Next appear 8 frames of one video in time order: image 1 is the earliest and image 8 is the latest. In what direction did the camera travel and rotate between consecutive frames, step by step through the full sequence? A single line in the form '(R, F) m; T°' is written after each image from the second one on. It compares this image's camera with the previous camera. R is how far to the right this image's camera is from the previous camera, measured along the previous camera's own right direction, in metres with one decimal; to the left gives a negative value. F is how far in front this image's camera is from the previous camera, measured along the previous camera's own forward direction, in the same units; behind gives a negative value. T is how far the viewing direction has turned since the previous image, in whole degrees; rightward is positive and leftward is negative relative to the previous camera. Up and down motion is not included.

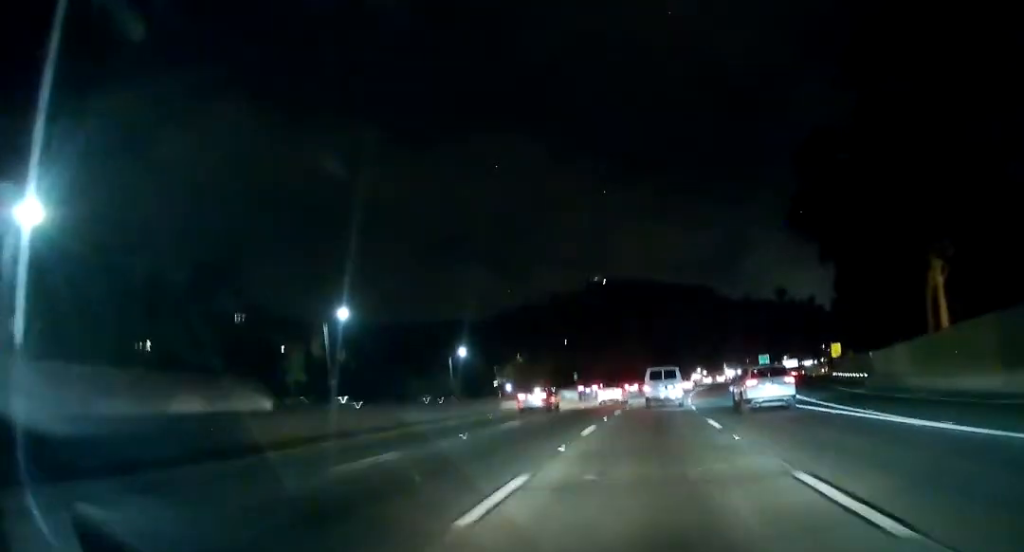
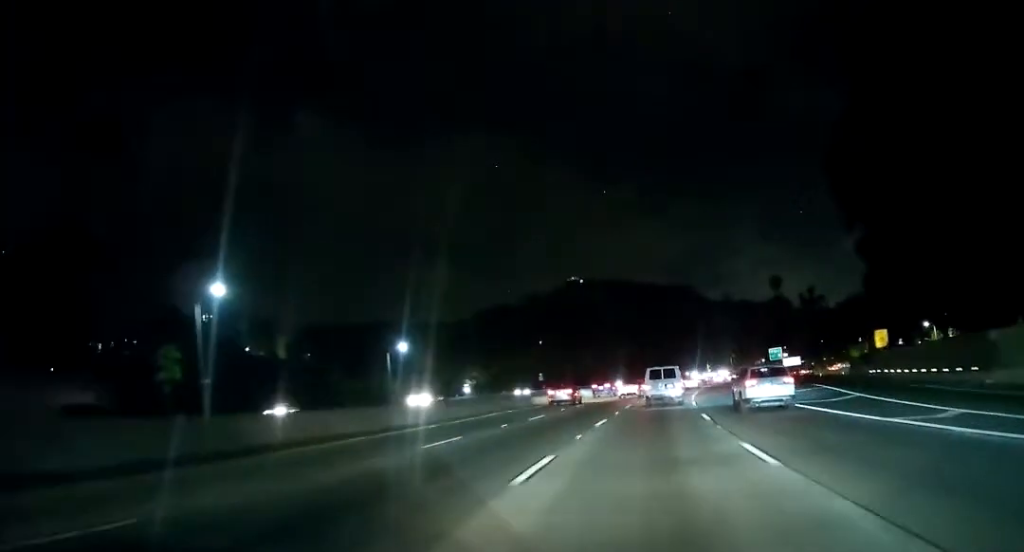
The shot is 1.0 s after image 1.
(+0.6, +23.7) m; +2°
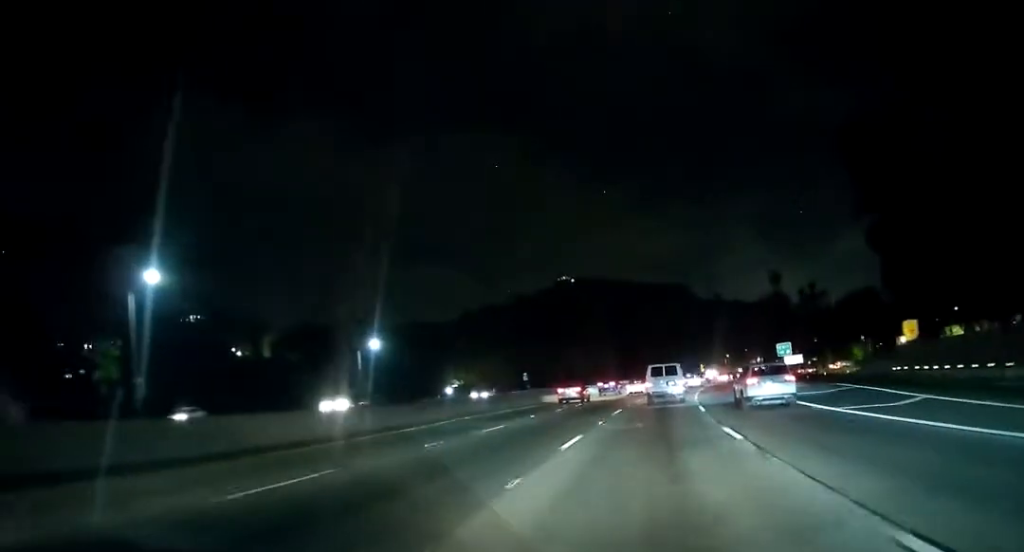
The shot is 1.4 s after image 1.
(+0.1, +10.0) m; +1°
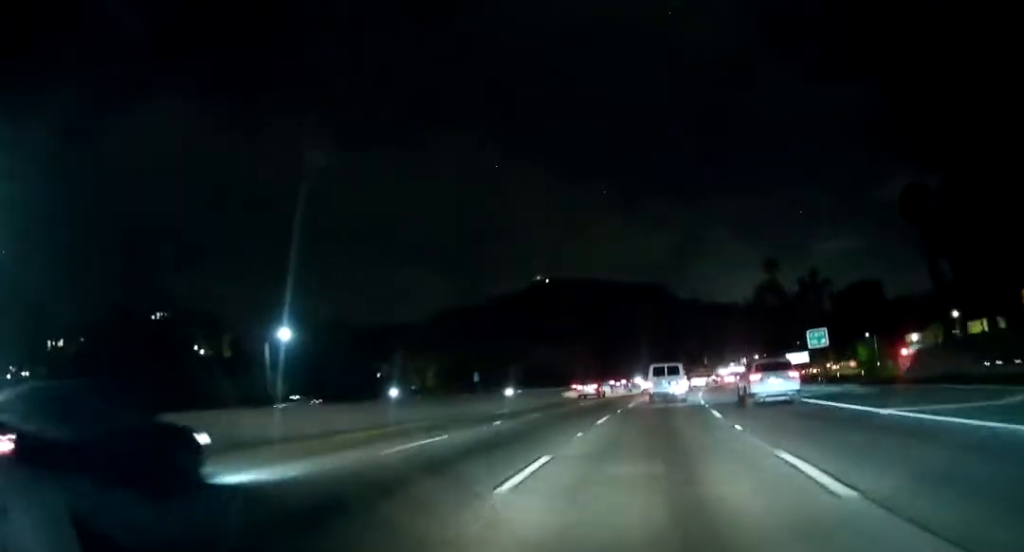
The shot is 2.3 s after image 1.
(+0.4, +22.8) m; +2°
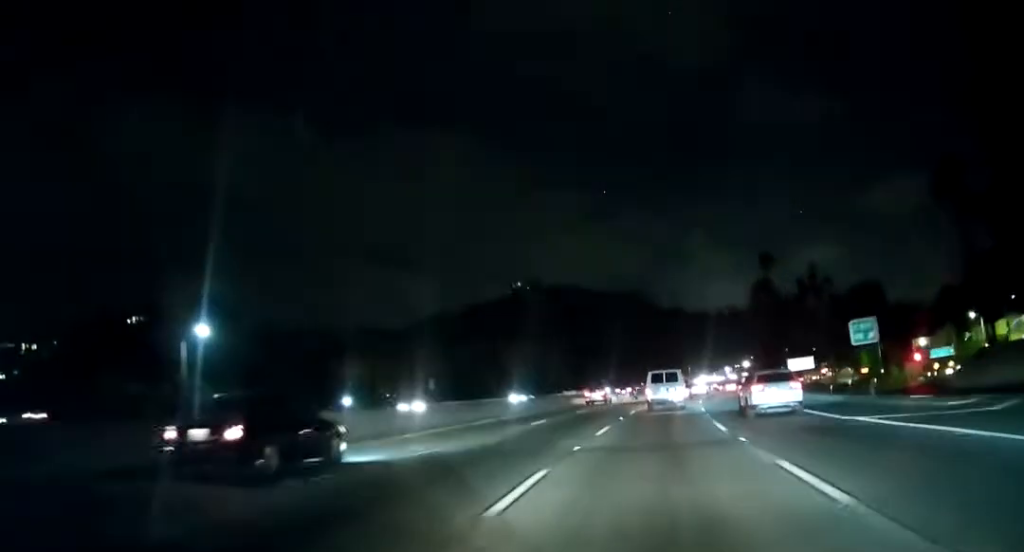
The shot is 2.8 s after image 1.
(+0.1, +14.5) m; +2°
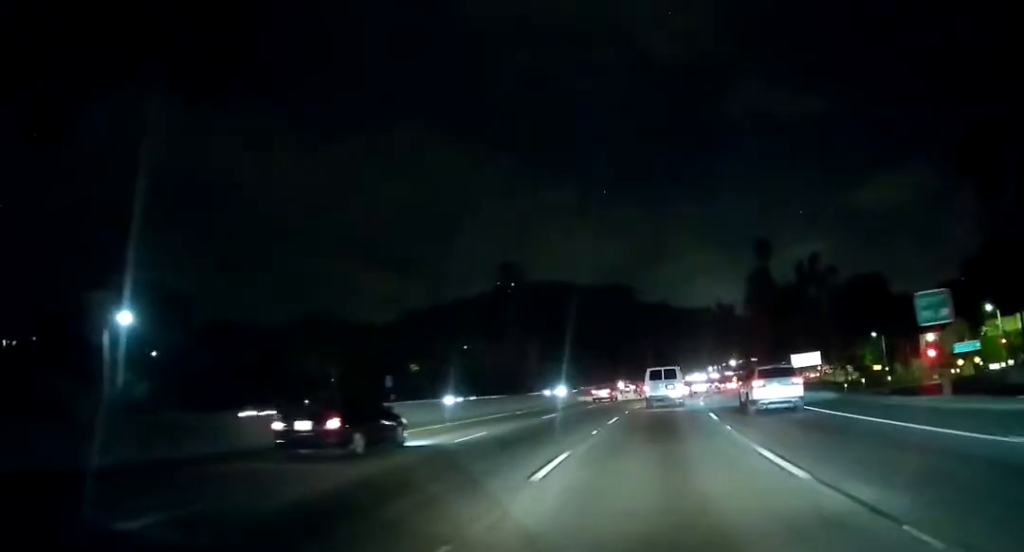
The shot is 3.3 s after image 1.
(+0.2, +11.9) m; +2°
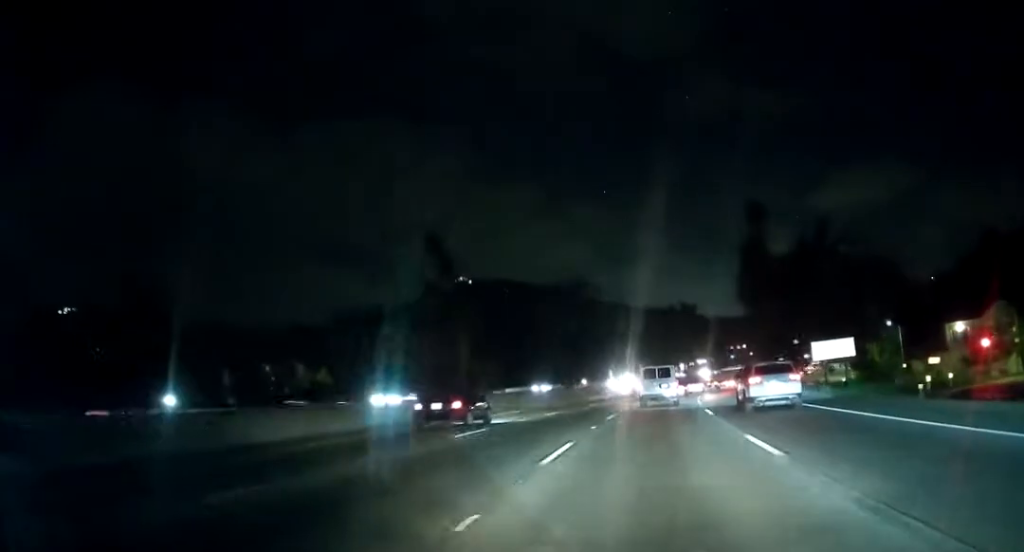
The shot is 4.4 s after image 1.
(+0.9, +28.5) m; +3°
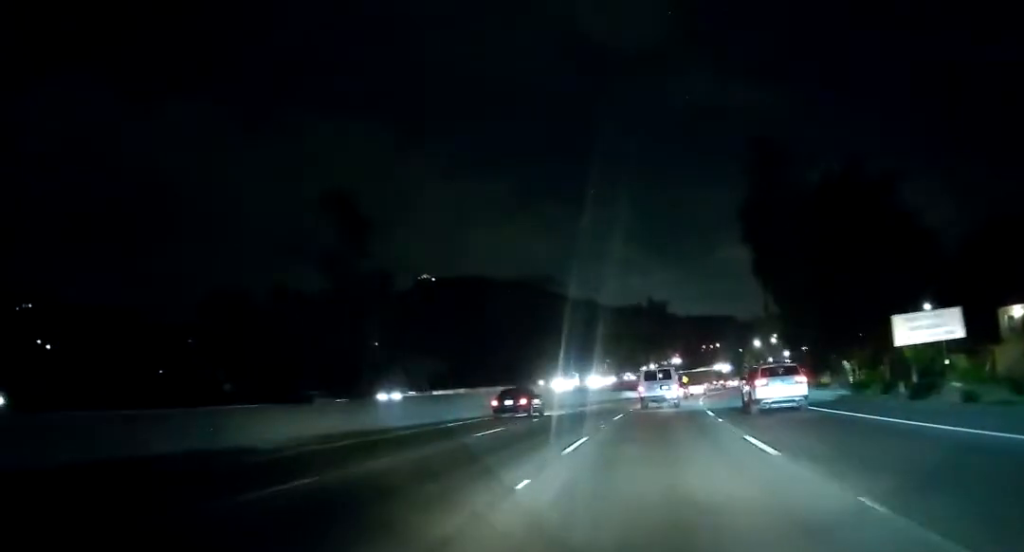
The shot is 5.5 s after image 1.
(+0.2, +27.3) m; +1°
